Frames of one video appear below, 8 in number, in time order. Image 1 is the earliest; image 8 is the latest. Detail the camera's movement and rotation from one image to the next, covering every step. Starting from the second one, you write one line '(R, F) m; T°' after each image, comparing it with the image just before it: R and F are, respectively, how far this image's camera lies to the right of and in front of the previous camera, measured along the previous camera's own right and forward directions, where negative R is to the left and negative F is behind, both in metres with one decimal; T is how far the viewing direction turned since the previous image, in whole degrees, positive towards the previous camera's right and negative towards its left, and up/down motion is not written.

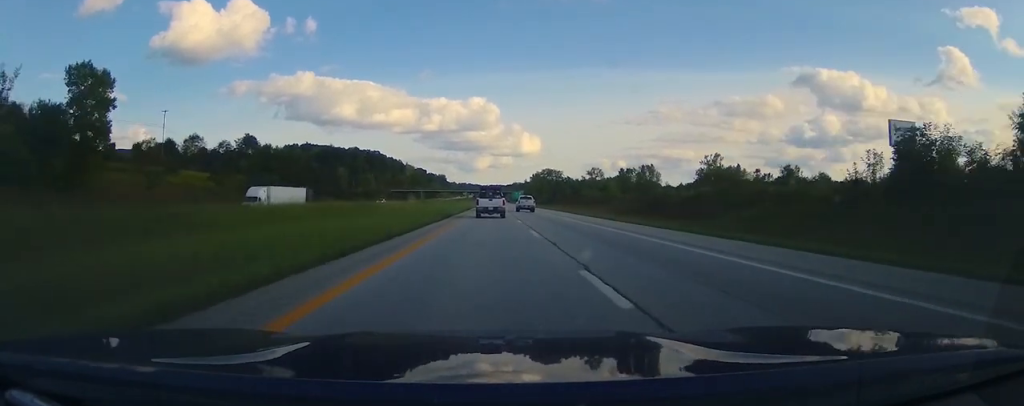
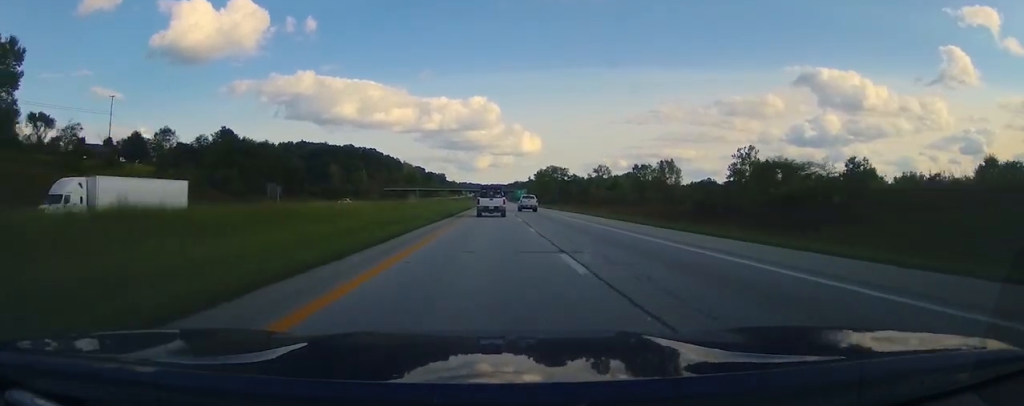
(-0.1, +21.7) m; 0°
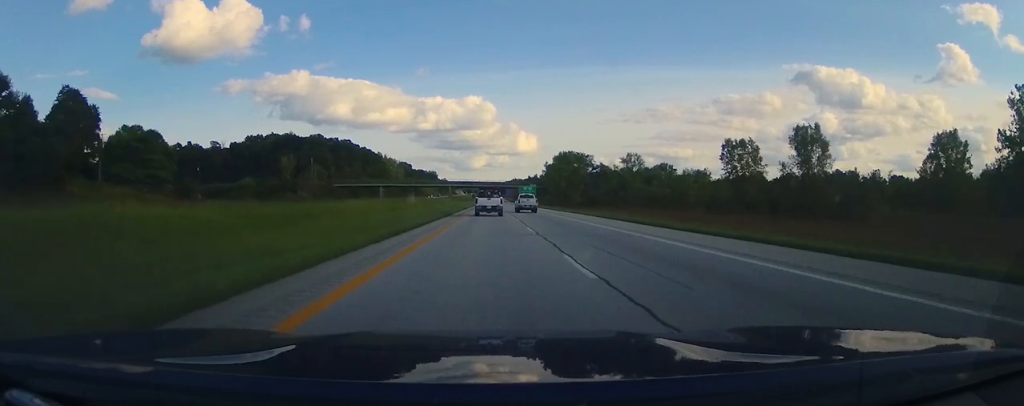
(+0.2, +85.6) m; +1°
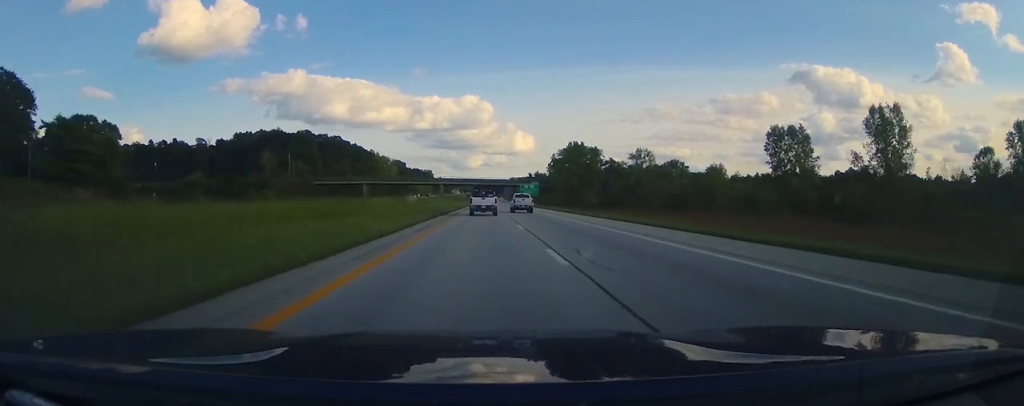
(+0.1, +22.8) m; 0°
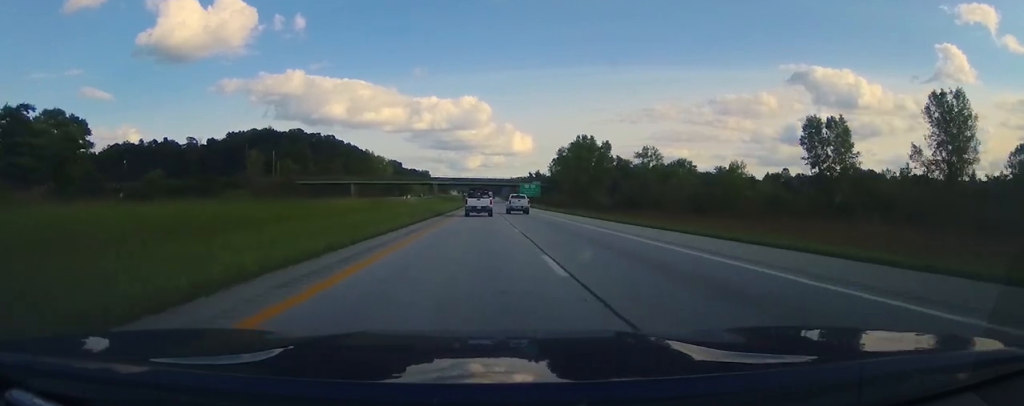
(0.0, +13.7) m; 0°
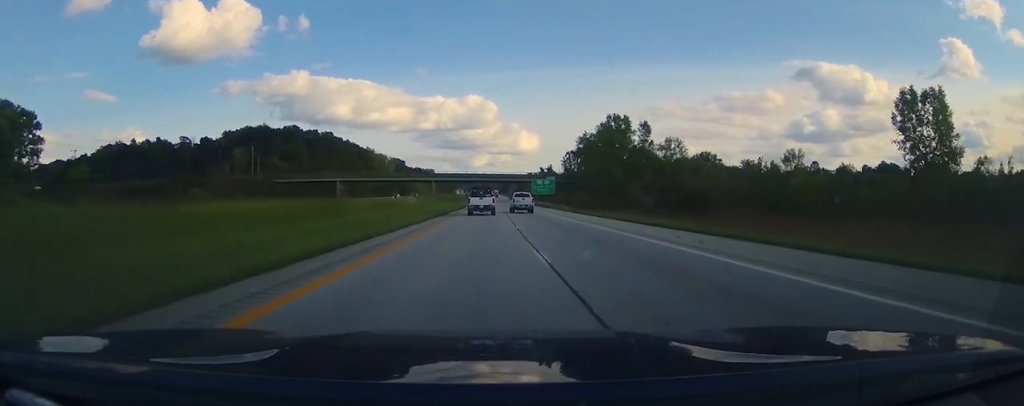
(0.0, +22.8) m; 0°
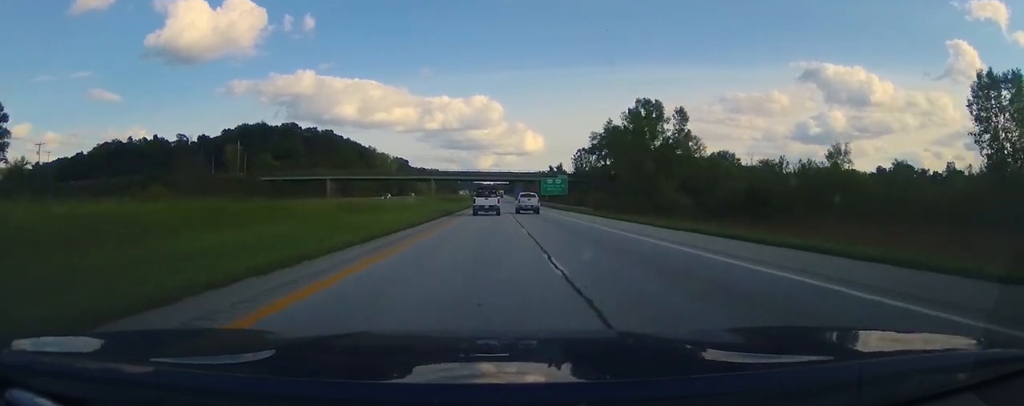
(0.0, +13.7) m; 0°
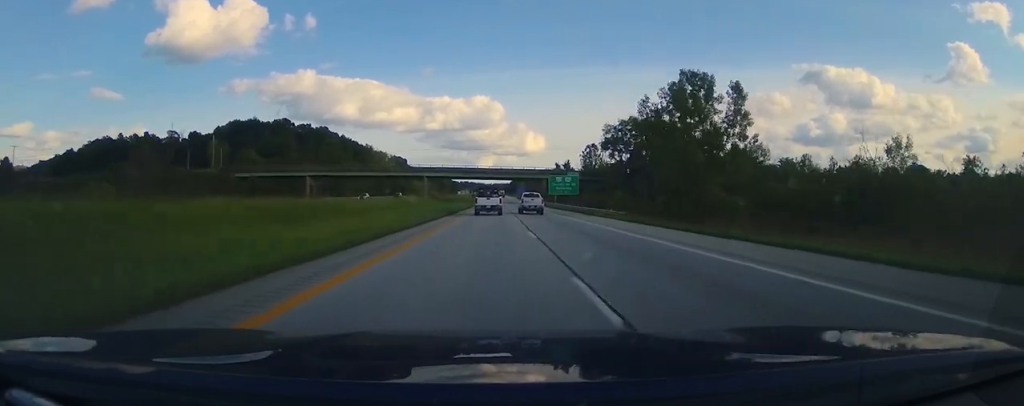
(0.0, +15.9) m; 0°
